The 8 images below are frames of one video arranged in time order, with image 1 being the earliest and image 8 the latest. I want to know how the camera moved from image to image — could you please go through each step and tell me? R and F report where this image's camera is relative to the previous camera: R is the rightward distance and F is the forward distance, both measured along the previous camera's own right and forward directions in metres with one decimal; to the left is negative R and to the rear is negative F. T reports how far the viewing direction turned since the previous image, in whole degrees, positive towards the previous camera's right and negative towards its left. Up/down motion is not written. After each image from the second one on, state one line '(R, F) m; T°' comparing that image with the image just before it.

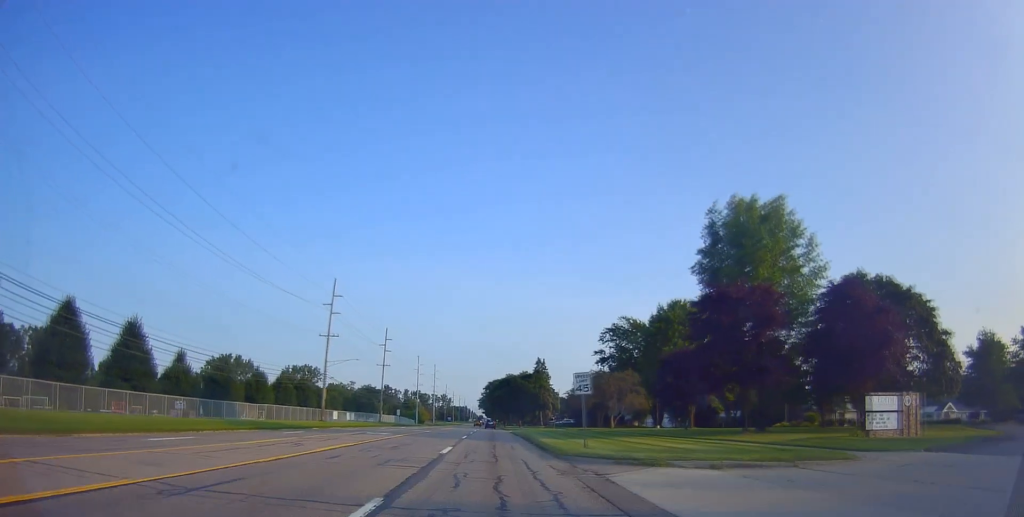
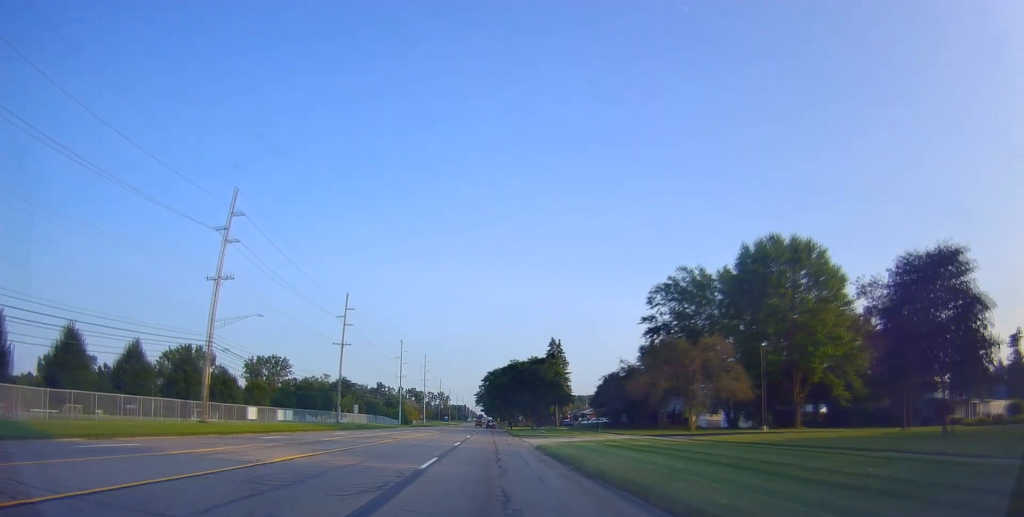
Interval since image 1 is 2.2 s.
(+0.3, +37.3) m; 0°
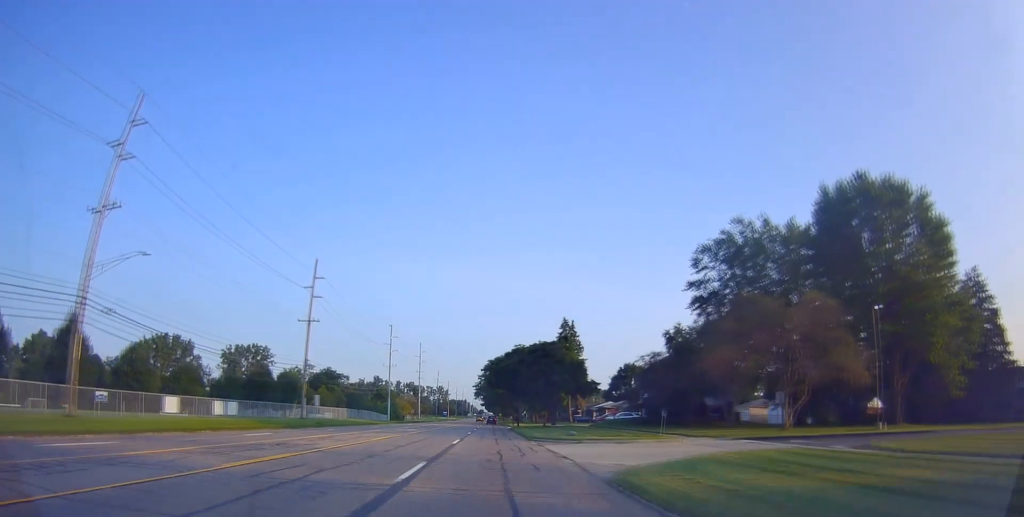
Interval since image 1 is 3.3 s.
(-0.2, +19.5) m; -1°
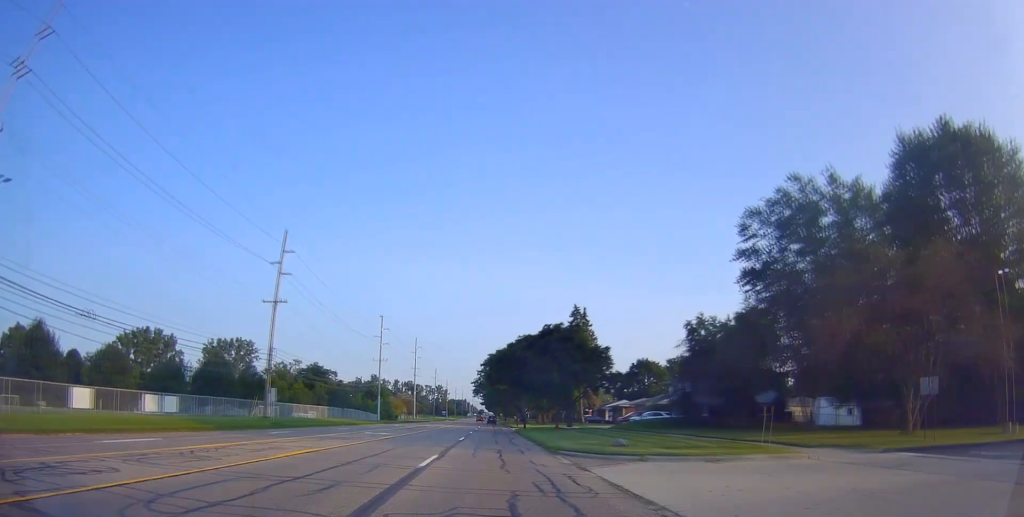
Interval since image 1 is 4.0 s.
(0.0, +13.5) m; 0°
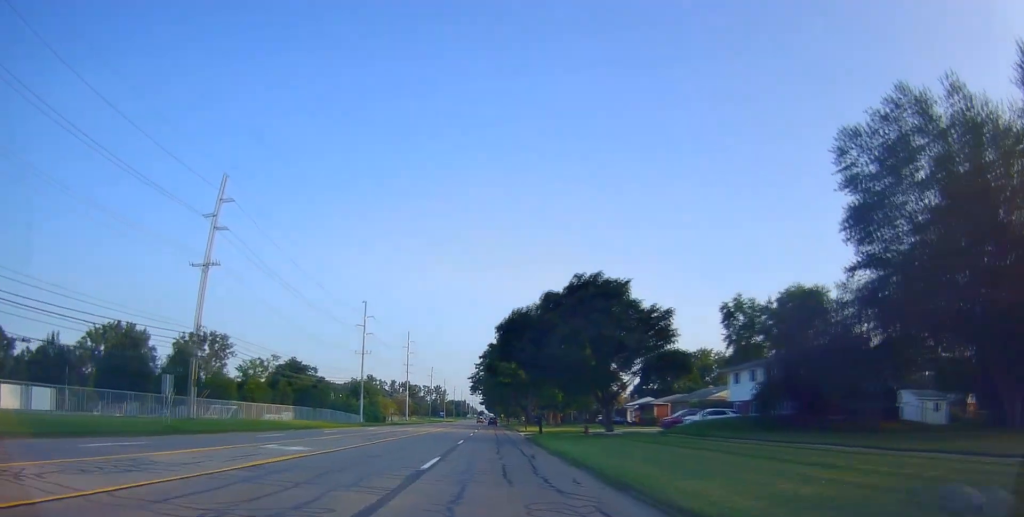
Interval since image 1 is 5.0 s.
(0.0, +17.7) m; +1°
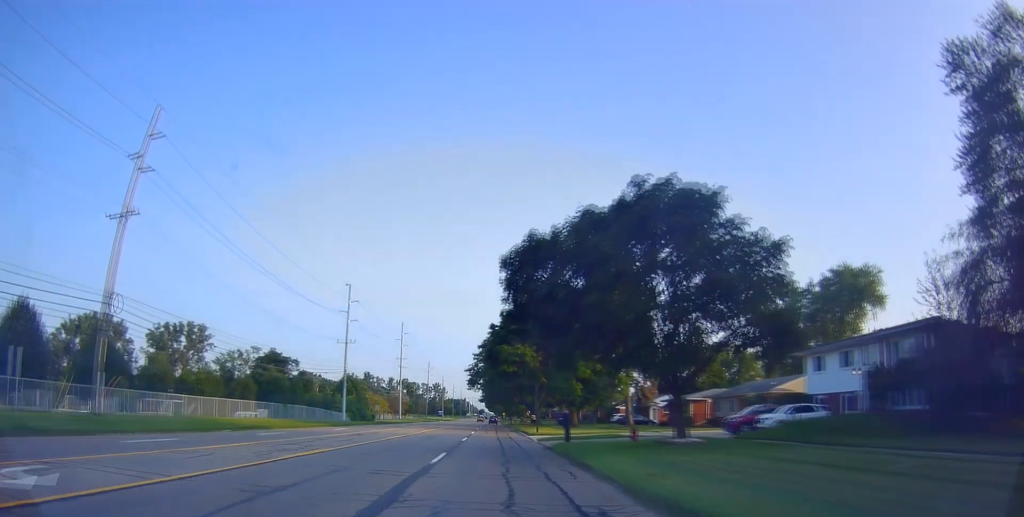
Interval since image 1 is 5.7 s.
(+0.1, +13.2) m; +1°
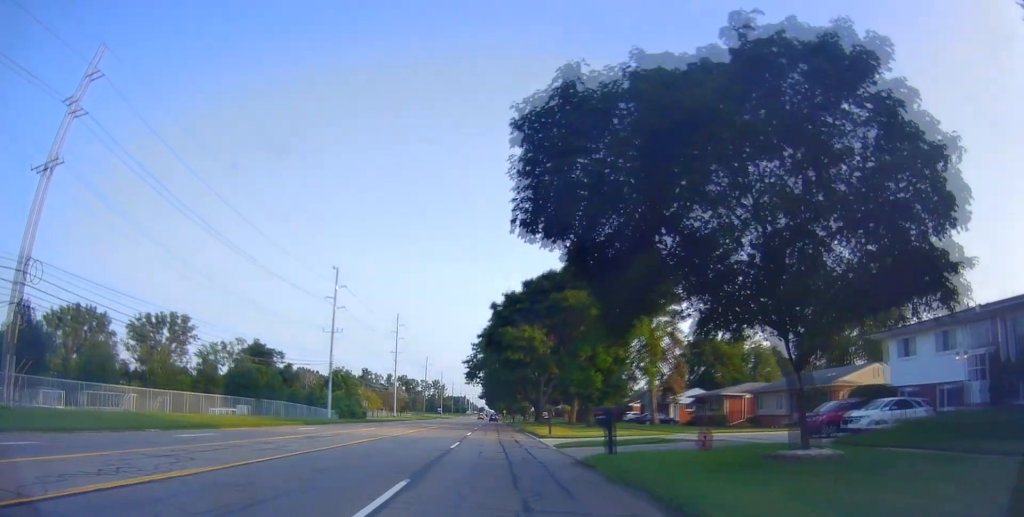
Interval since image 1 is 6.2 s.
(0.0, +9.1) m; +1°
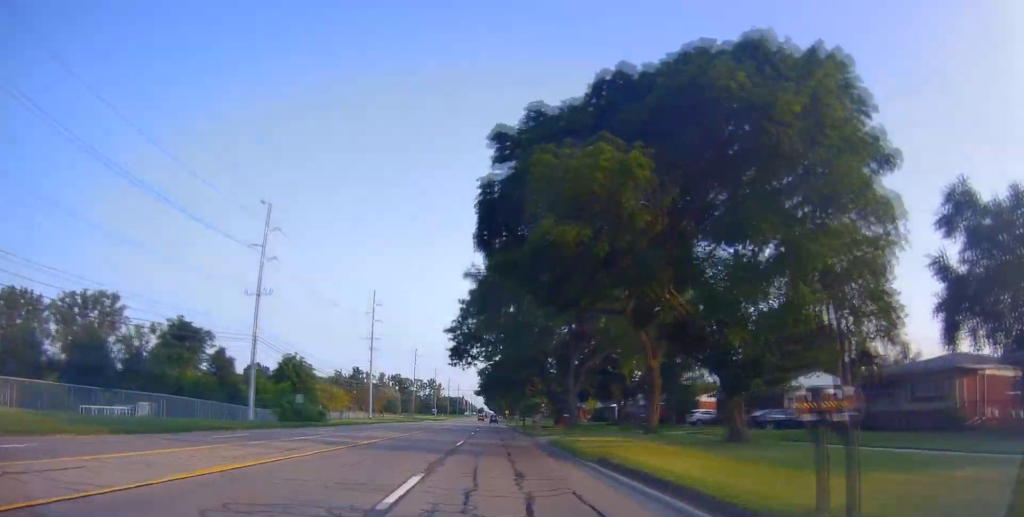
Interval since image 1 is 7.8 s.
(+0.4, +28.0) m; +1°
